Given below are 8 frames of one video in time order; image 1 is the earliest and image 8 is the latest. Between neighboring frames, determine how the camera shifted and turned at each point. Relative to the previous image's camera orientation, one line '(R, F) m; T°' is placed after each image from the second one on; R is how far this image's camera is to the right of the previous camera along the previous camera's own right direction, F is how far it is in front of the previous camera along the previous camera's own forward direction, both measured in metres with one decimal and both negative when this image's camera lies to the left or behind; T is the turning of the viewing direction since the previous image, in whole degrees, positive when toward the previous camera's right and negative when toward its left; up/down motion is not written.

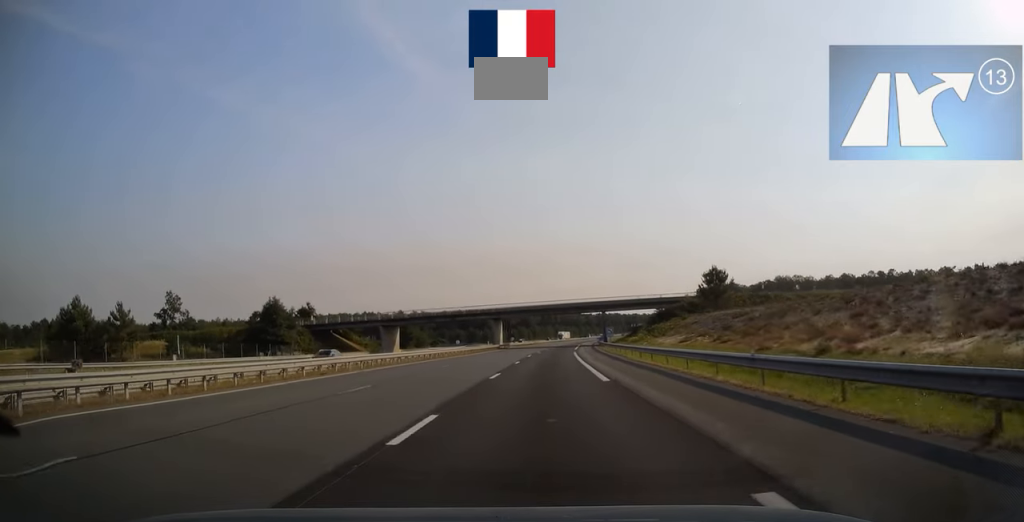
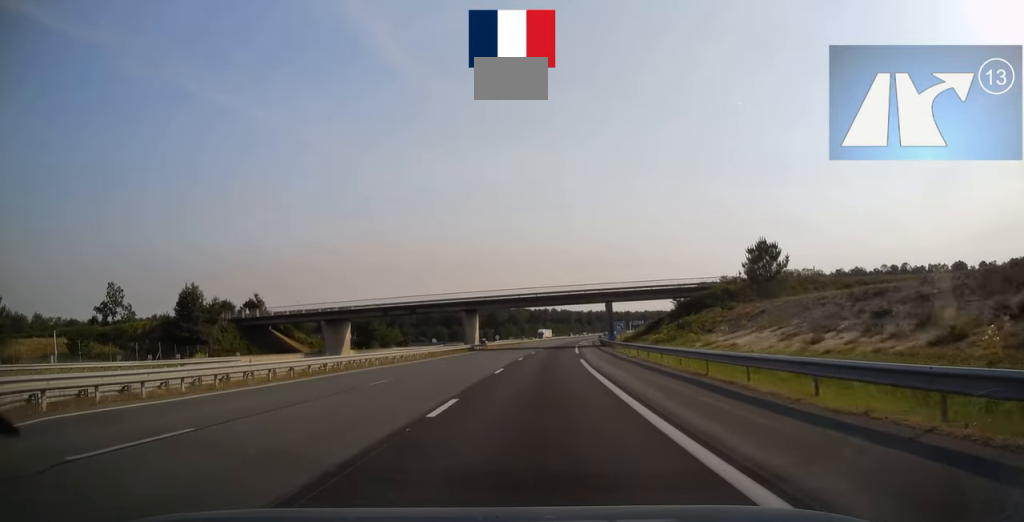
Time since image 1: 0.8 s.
(+0.3, +23.1) m; +1°
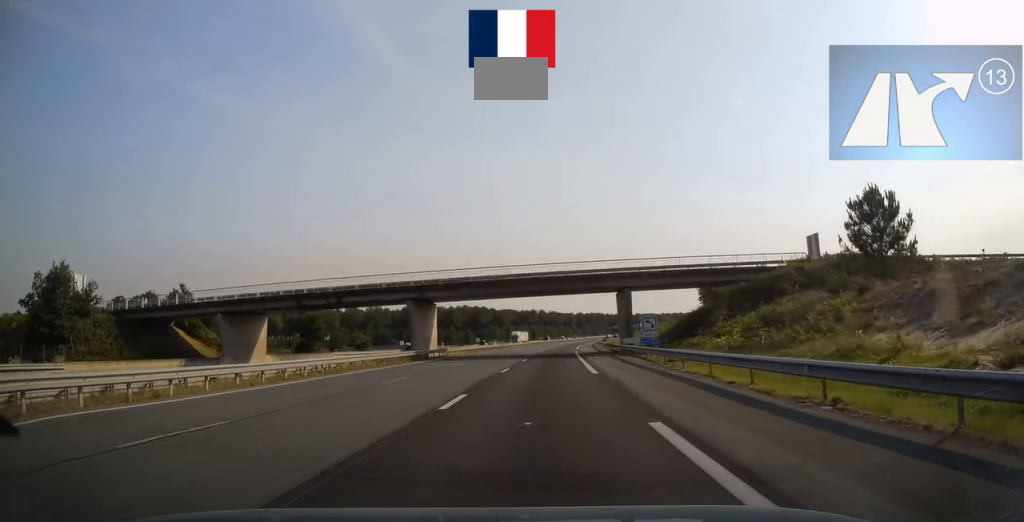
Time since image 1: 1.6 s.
(+0.2, +24.6) m; +1°
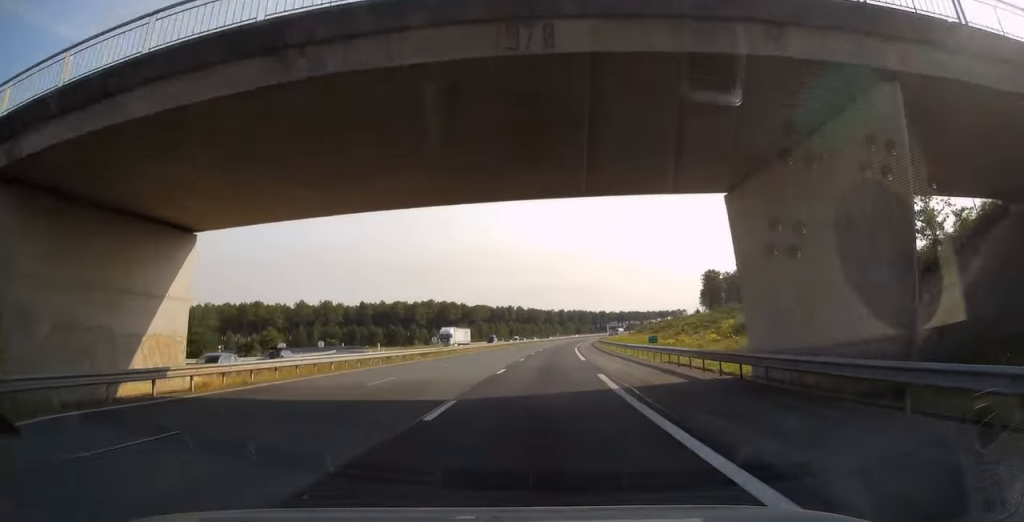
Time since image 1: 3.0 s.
(+0.6, +40.8) m; +2°
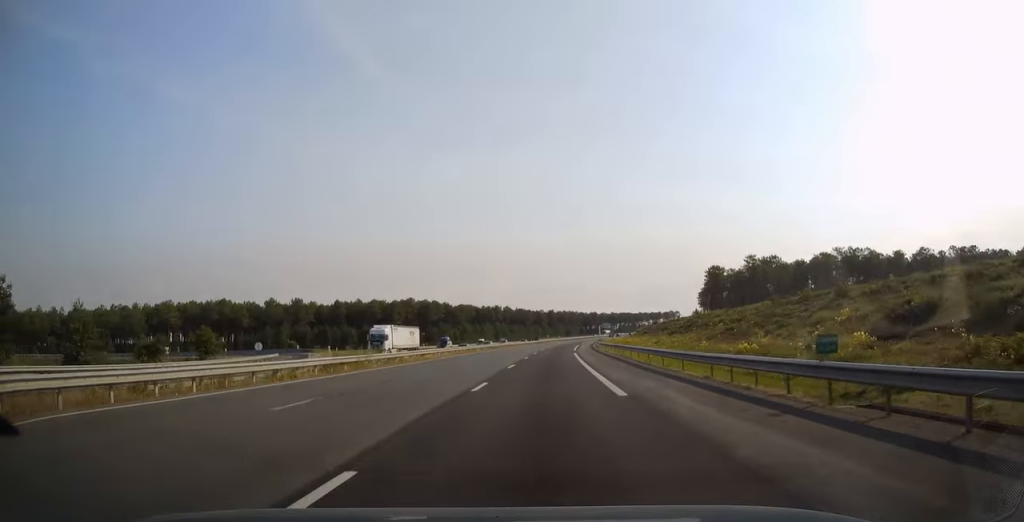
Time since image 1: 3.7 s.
(+0.3, +19.7) m; +2°
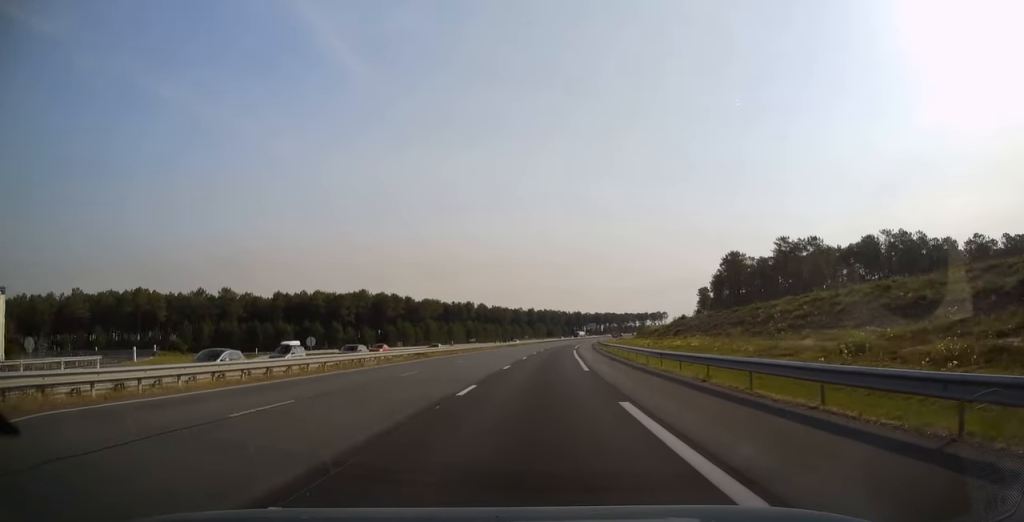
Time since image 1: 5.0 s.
(+1.0, +40.2) m; +2°
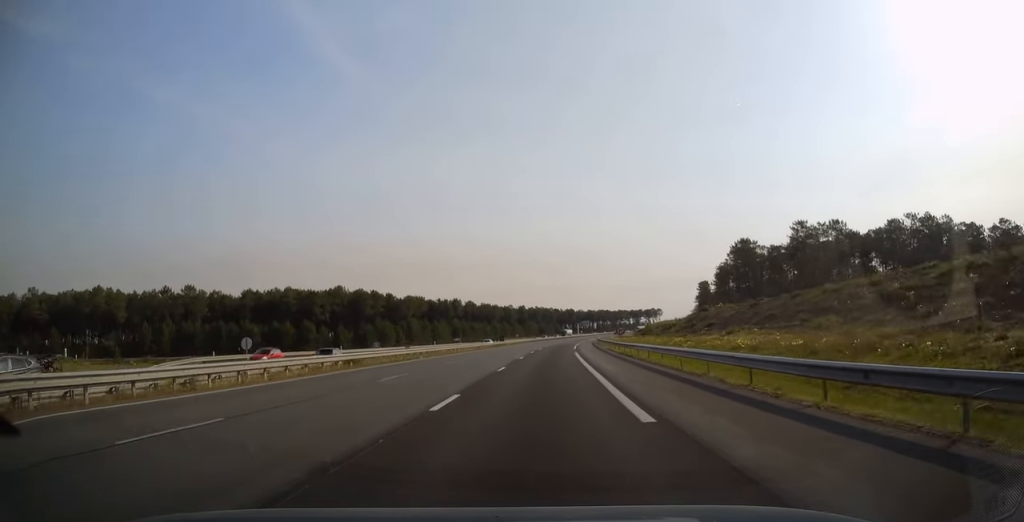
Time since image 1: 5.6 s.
(+0.1, +16.2) m; +1°
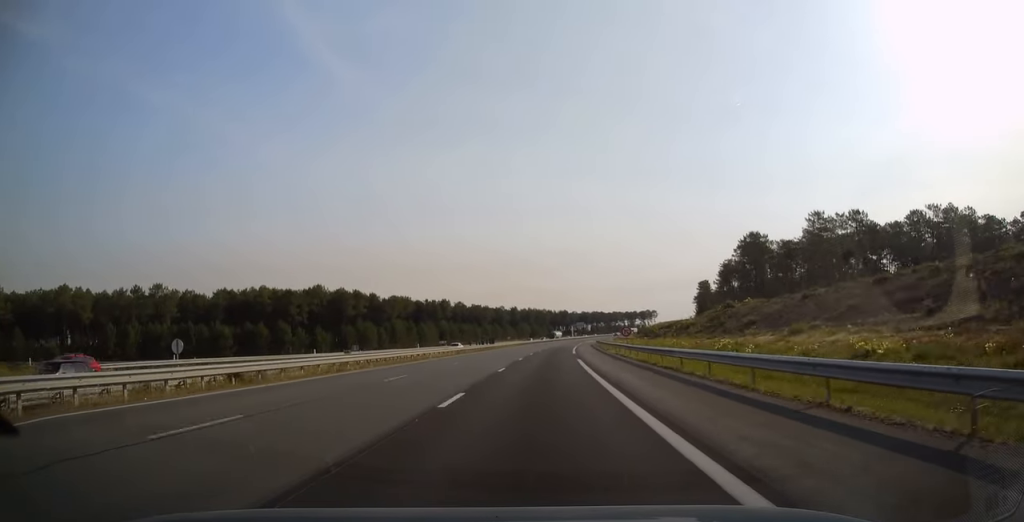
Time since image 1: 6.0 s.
(0.0, +12.3) m; +1°
